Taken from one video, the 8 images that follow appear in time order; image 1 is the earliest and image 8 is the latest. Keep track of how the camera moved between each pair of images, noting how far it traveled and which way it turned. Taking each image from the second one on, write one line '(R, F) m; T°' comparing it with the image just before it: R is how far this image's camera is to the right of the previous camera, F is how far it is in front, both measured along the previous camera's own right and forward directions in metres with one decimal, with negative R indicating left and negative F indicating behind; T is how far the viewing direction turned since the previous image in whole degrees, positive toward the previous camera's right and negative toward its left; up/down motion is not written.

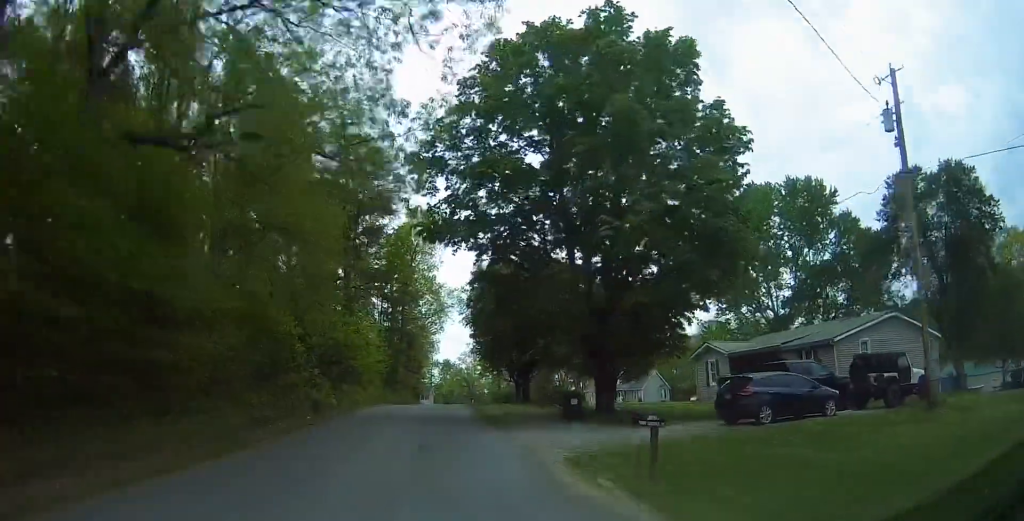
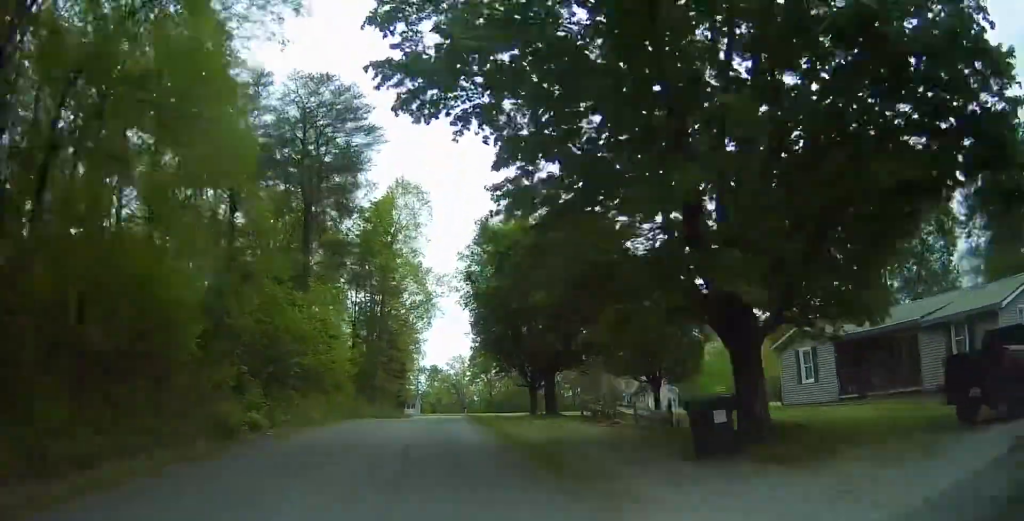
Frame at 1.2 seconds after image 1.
(-0.2, +11.9) m; -1°
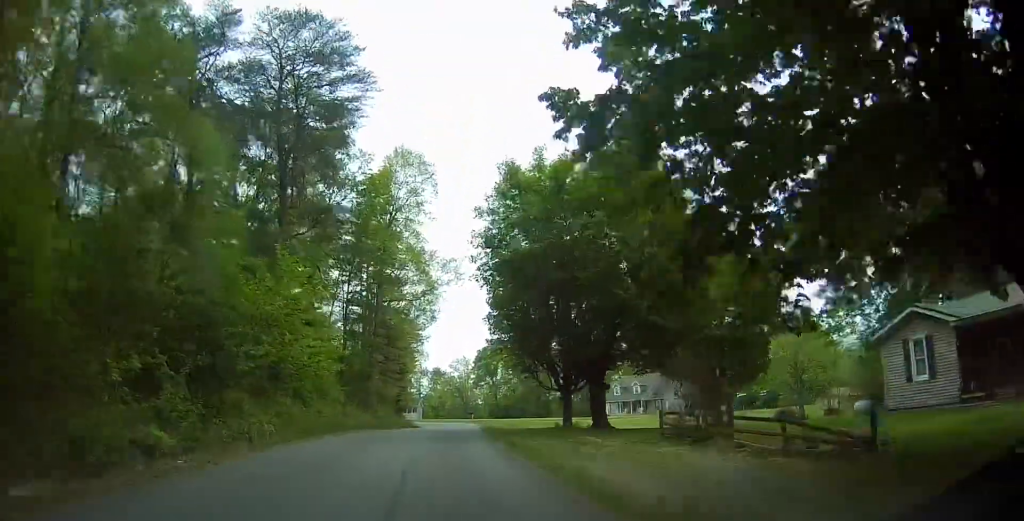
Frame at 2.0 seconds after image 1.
(-0.1, +7.7) m; +1°
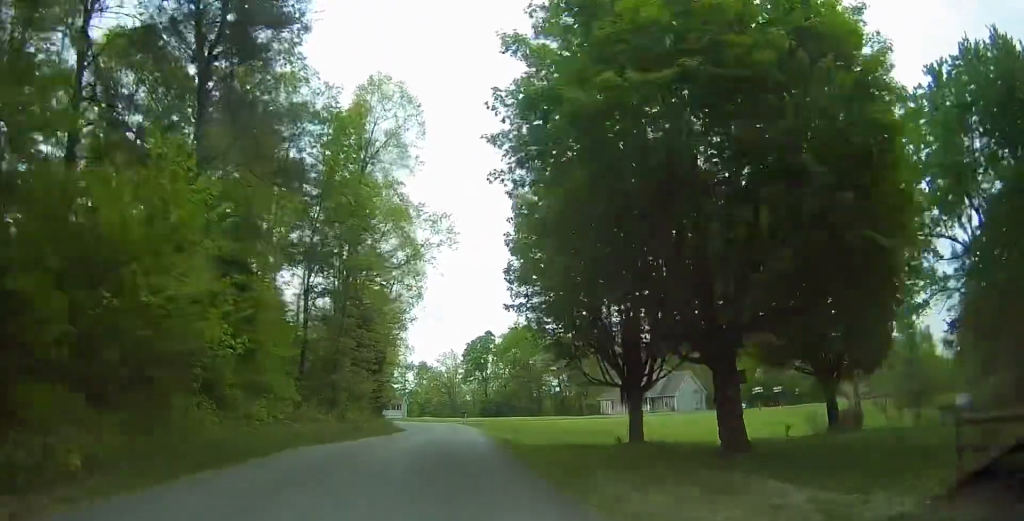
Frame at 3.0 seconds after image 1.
(+0.4, +10.6) m; +2°
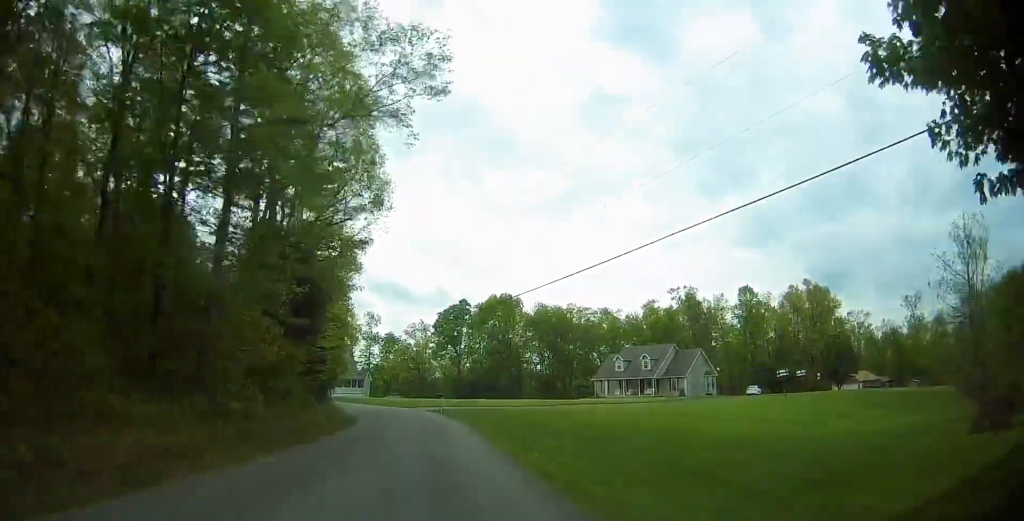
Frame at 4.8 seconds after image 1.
(+0.6, +17.0) m; +2°
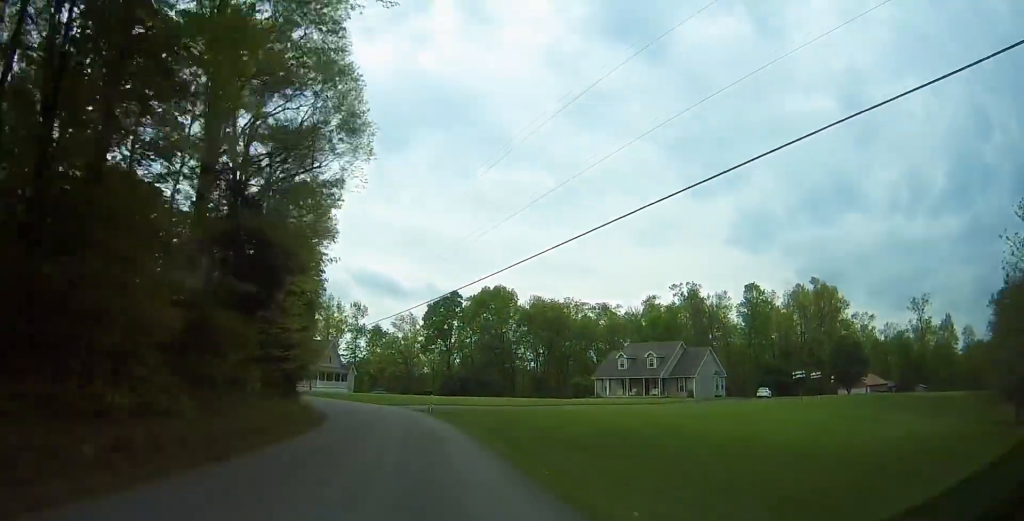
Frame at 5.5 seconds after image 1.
(-0.5, +7.0) m; 0°
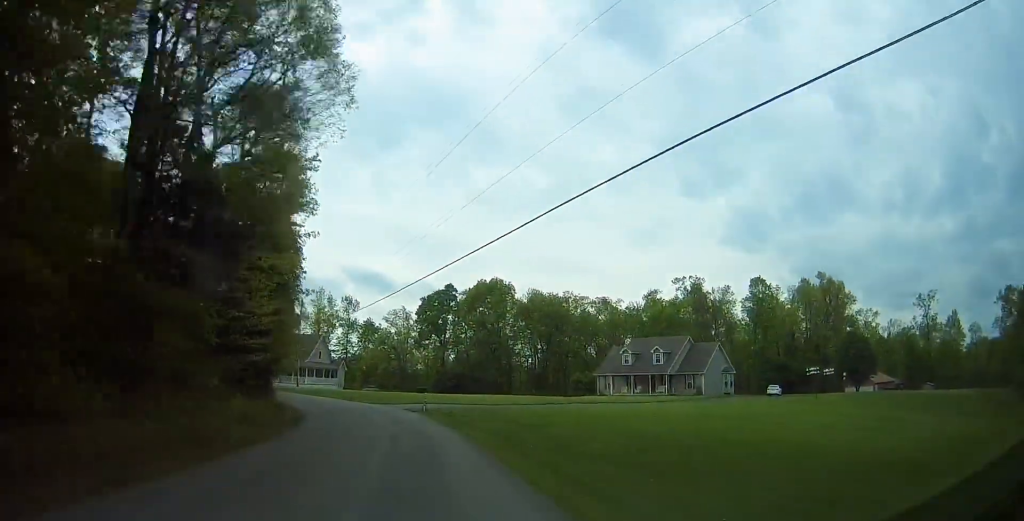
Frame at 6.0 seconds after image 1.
(+0.1, +4.8) m; +1°
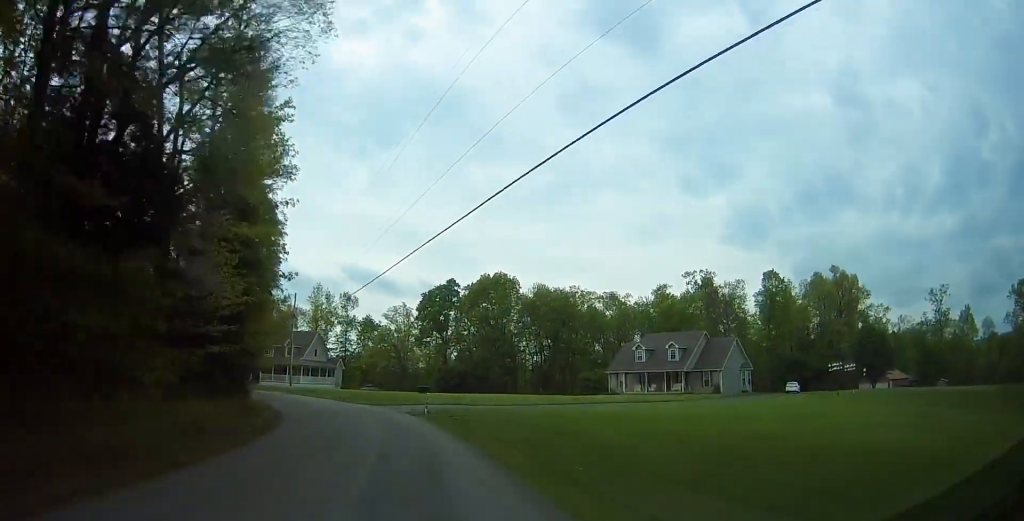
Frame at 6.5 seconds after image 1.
(+0.2, +4.8) m; +2°
